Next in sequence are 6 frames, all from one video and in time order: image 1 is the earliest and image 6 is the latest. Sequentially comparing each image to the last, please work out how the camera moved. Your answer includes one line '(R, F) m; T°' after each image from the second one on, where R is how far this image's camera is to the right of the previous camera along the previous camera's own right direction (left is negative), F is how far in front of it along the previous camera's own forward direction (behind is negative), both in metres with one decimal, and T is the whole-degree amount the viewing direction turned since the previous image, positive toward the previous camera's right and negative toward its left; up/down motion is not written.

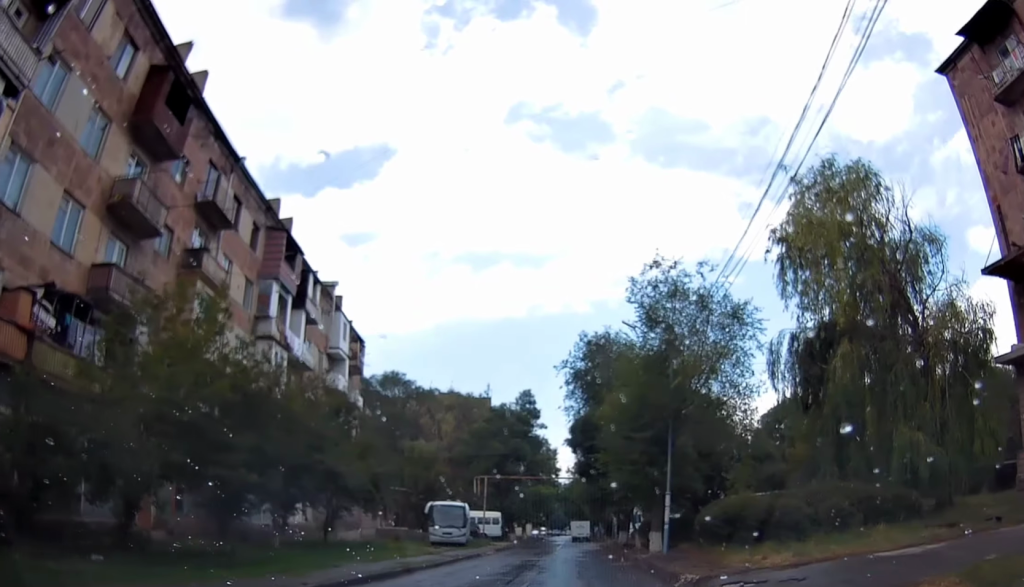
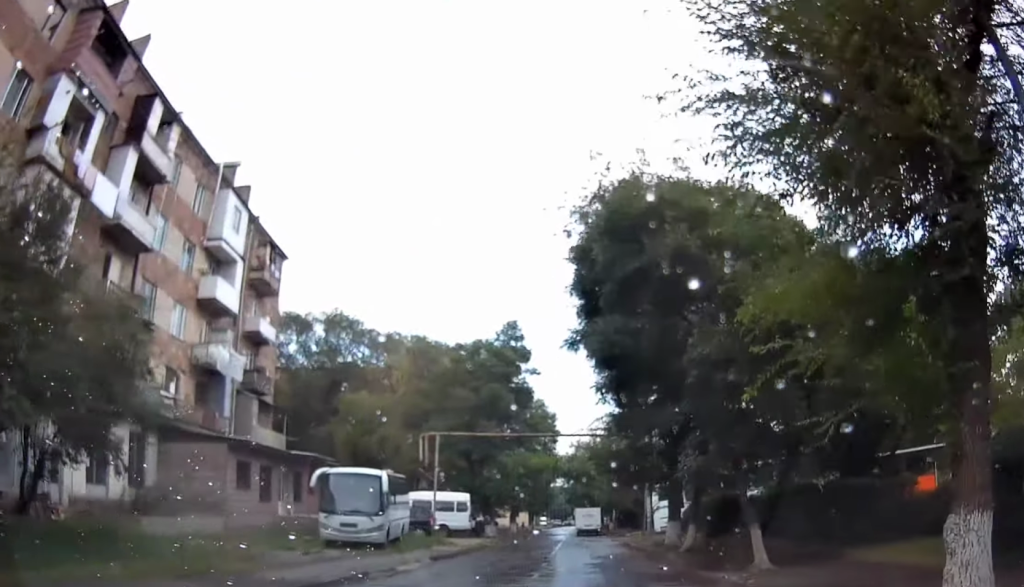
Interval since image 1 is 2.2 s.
(-0.6, +18.9) m; -2°
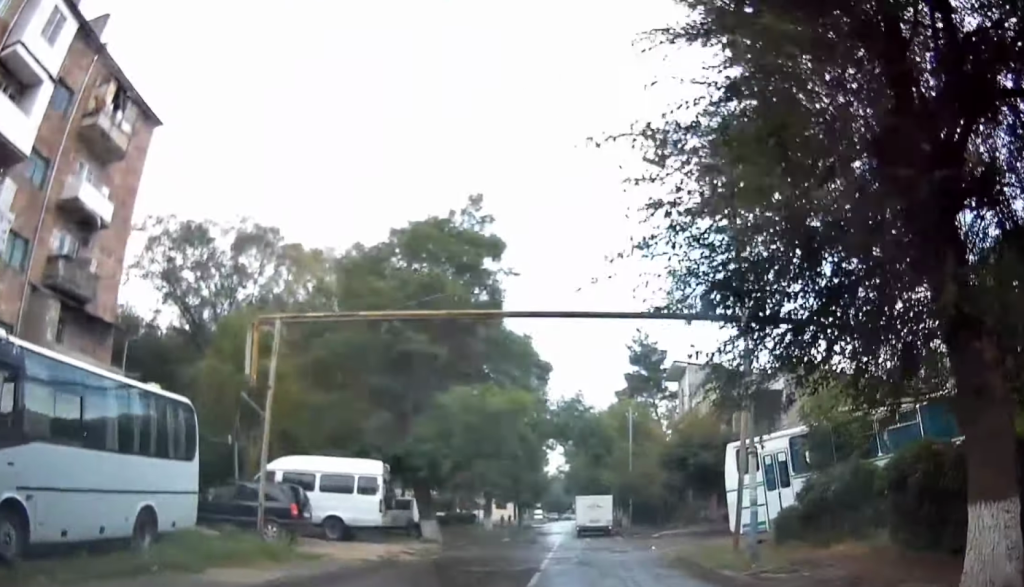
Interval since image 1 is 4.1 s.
(0.0, +17.3) m; 0°
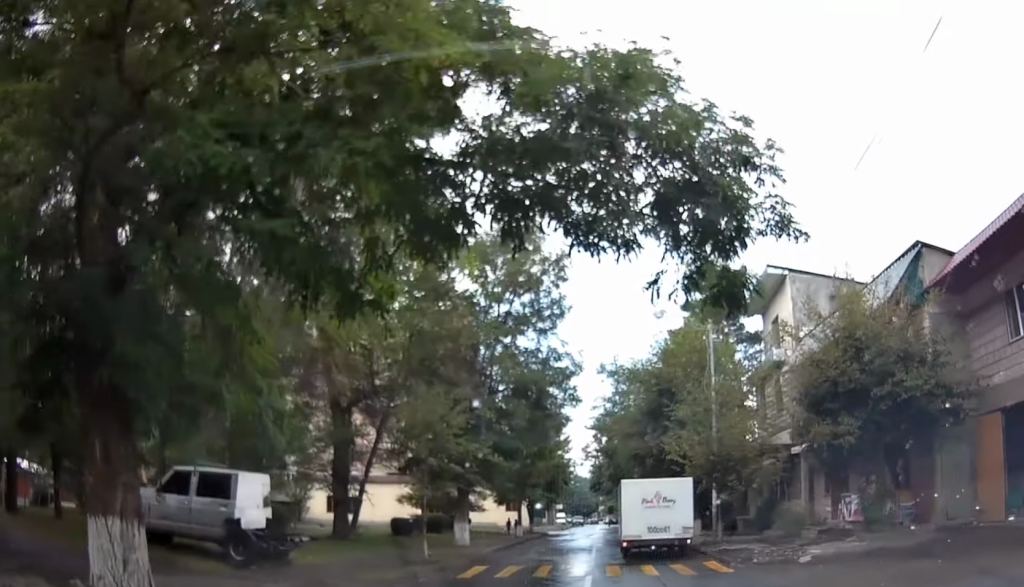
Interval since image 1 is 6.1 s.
(-0.1, +18.2) m; 0°
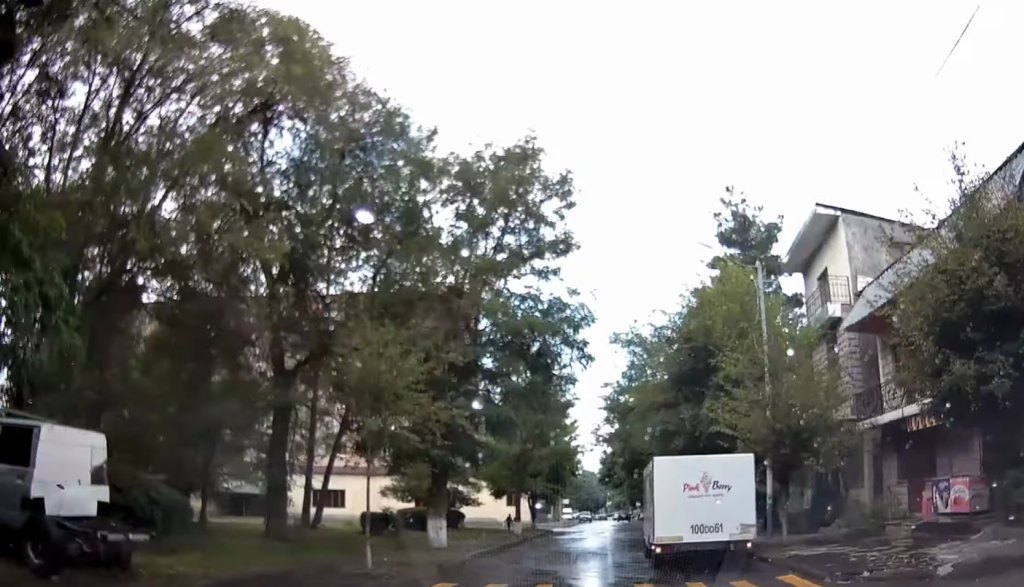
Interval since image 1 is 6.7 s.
(0.0, +5.8) m; 0°
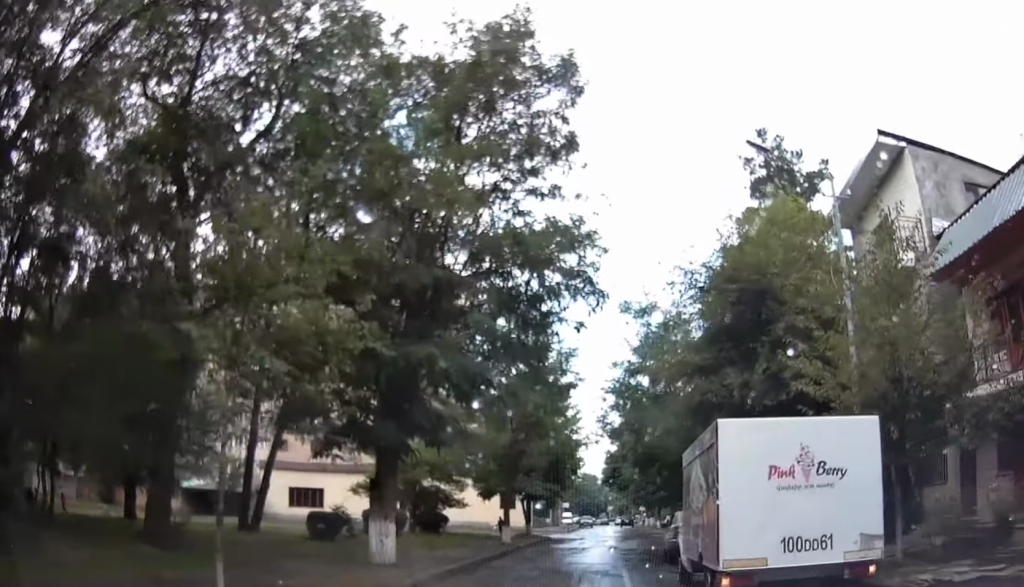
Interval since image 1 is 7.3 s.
(0.0, +5.7) m; -1°
